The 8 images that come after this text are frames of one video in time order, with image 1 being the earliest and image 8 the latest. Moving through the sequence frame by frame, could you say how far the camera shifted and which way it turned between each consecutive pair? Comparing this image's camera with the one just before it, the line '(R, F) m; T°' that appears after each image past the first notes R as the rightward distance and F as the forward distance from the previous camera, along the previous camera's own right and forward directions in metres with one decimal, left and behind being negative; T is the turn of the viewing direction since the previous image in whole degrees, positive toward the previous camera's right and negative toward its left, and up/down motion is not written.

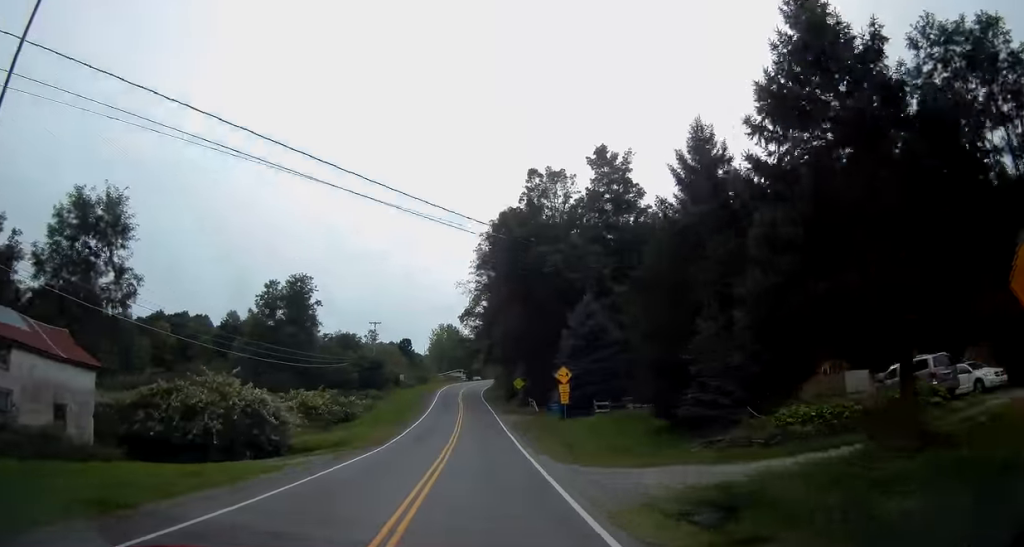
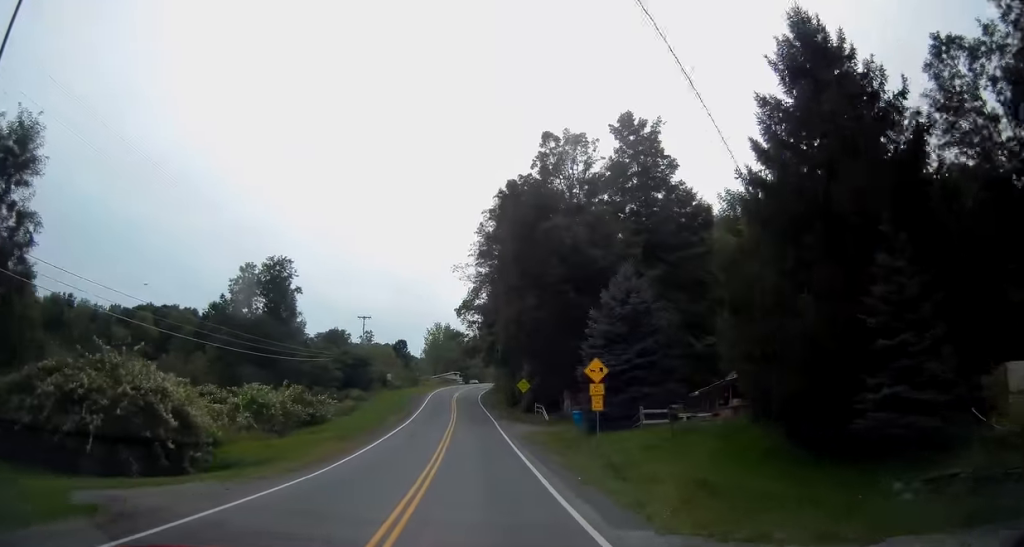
(-0.1, +10.2) m; -1°
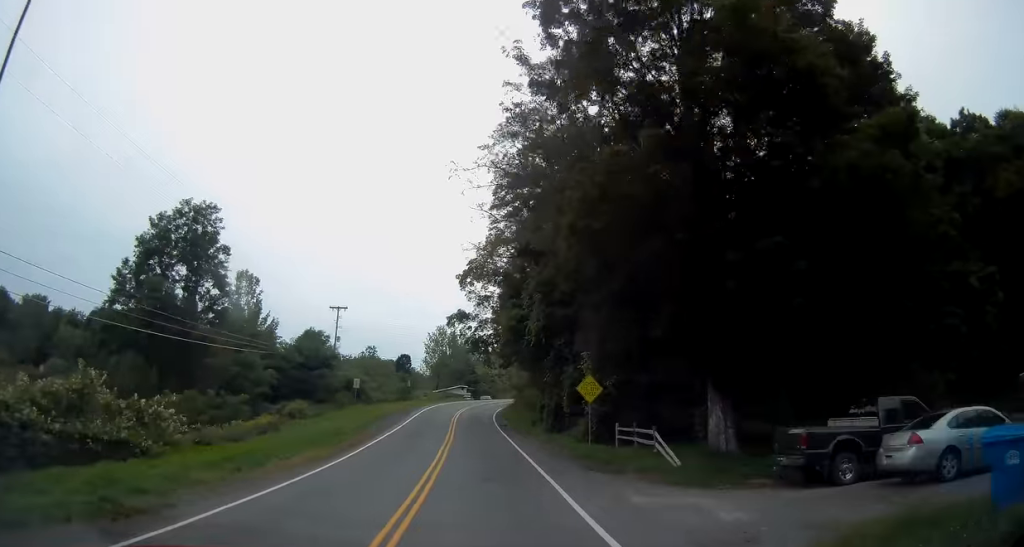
(-0.4, +27.2) m; -1°
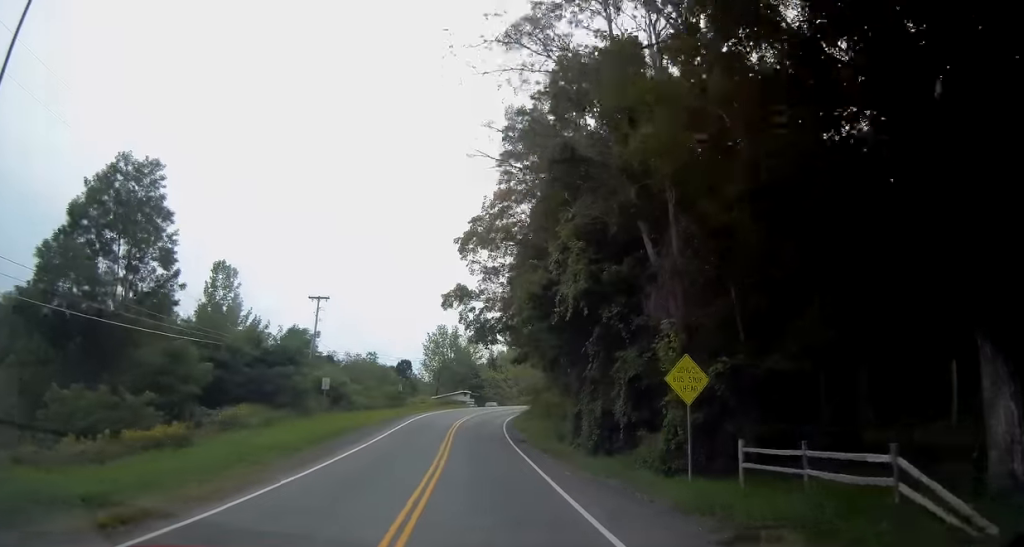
(0.0, +12.0) m; 0°
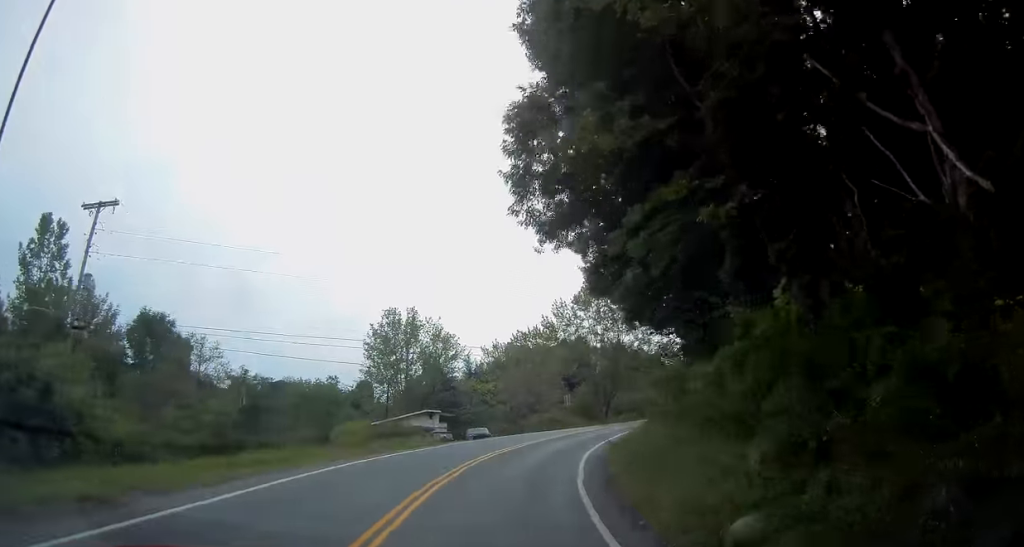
(0.0, +39.0) m; +4°
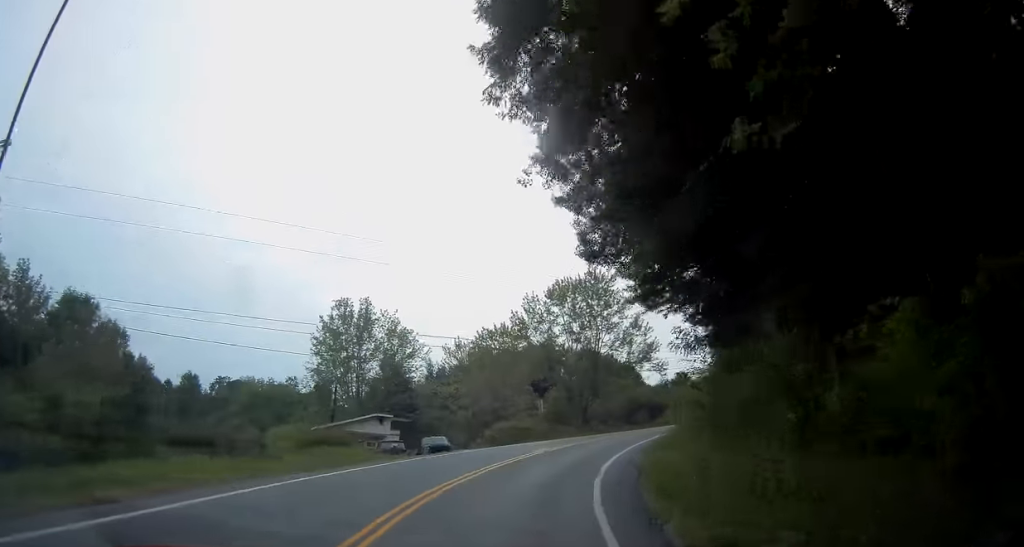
(+0.4, +6.9) m; +6°
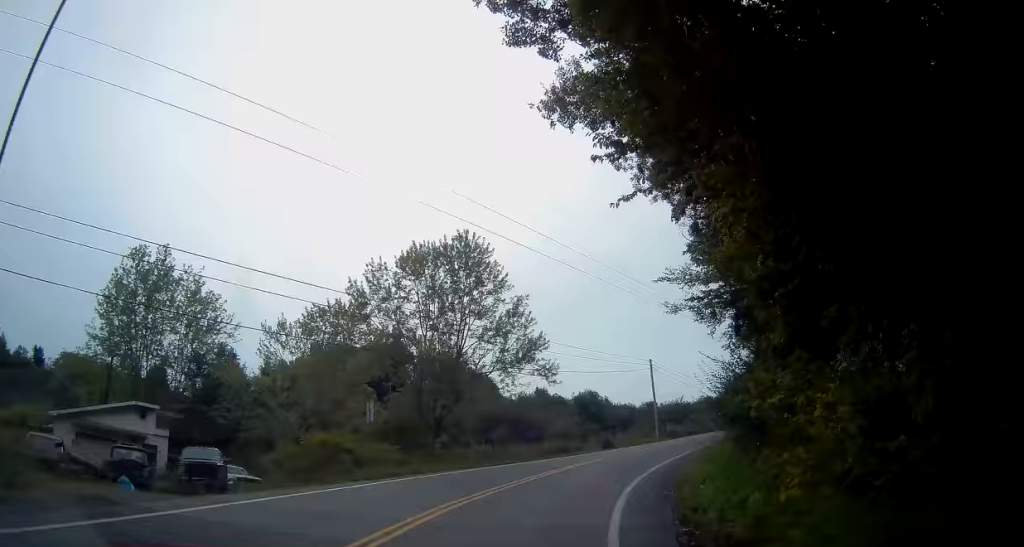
(+2.1, +15.2) m; +17°
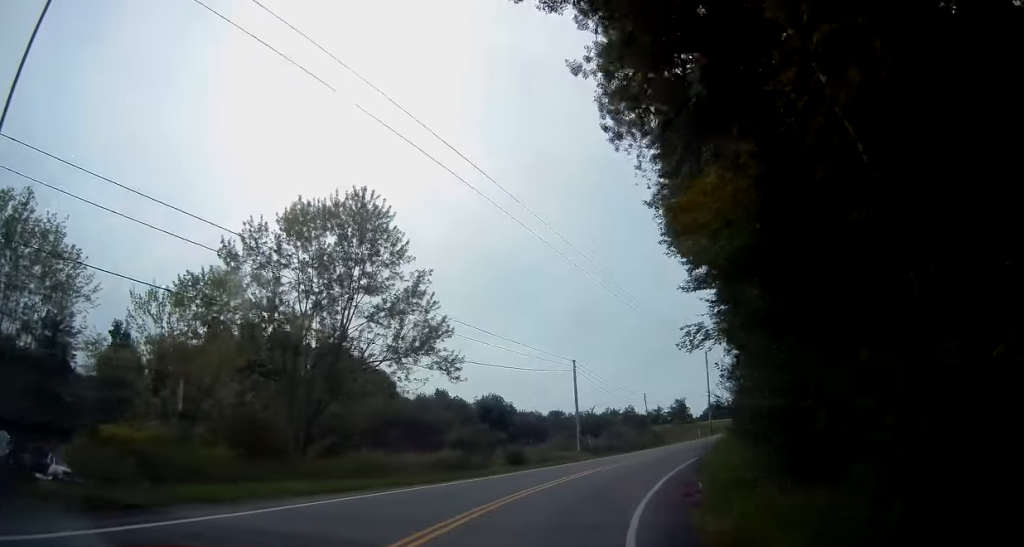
(+0.7, +7.8) m; +10°
